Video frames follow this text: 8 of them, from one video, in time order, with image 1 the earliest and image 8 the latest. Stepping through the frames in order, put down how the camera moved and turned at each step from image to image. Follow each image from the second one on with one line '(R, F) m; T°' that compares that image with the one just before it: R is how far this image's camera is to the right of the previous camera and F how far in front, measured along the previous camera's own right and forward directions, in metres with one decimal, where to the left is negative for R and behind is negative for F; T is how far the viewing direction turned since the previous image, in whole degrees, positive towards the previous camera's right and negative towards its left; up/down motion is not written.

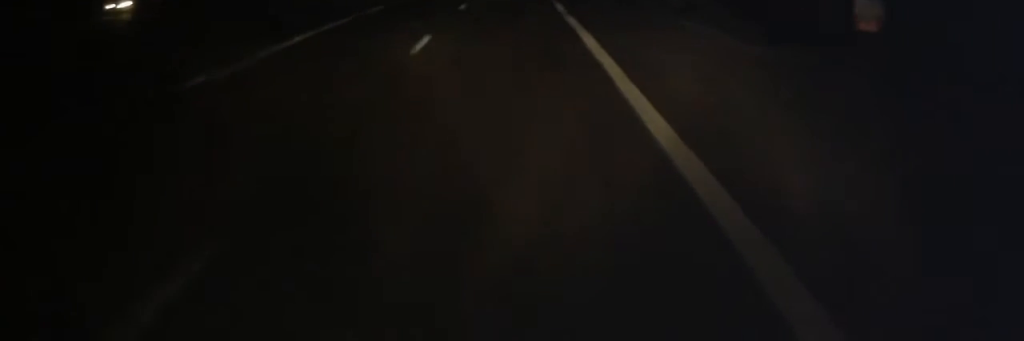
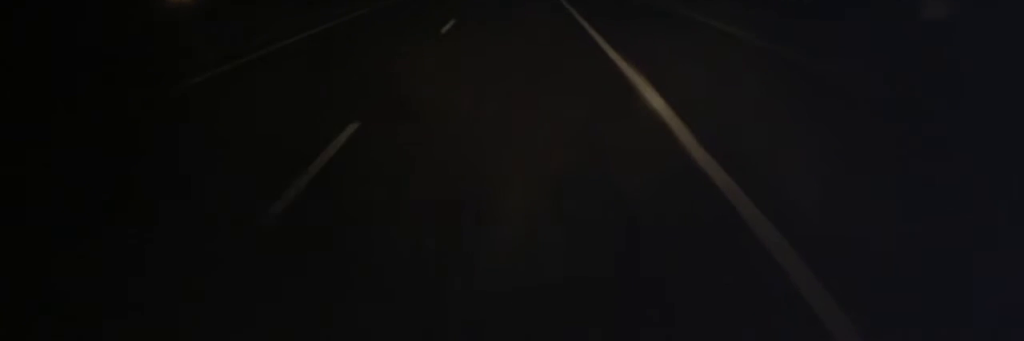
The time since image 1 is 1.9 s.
(-0.1, +41.5) m; -1°
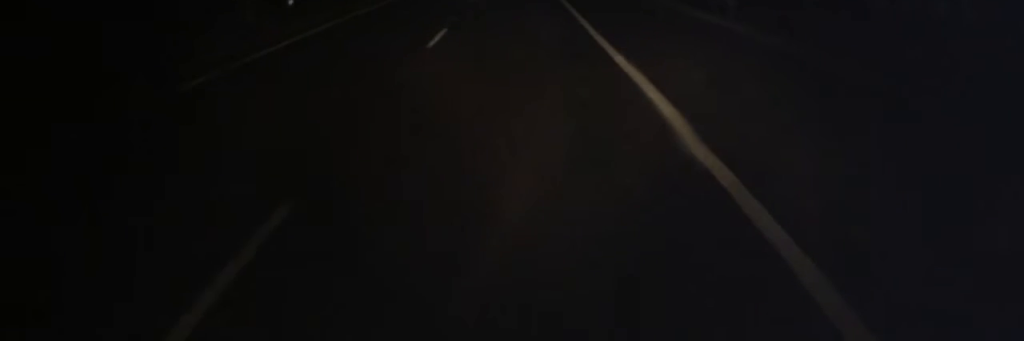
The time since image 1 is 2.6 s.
(-0.2, +14.4) m; 0°
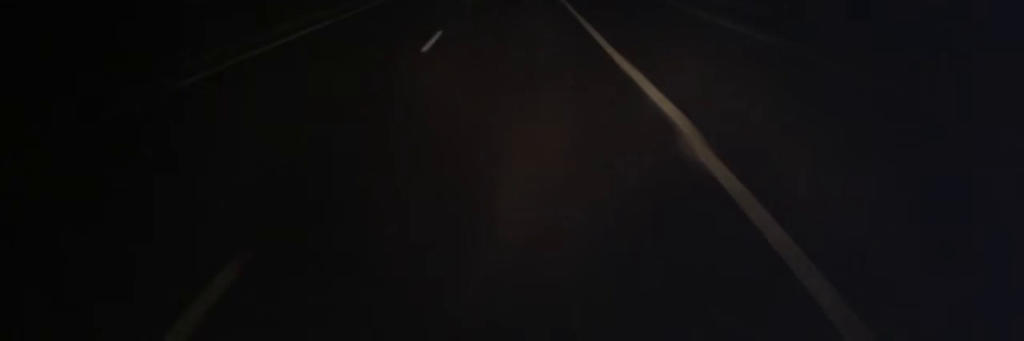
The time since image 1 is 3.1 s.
(+0.1, +13.4) m; 0°
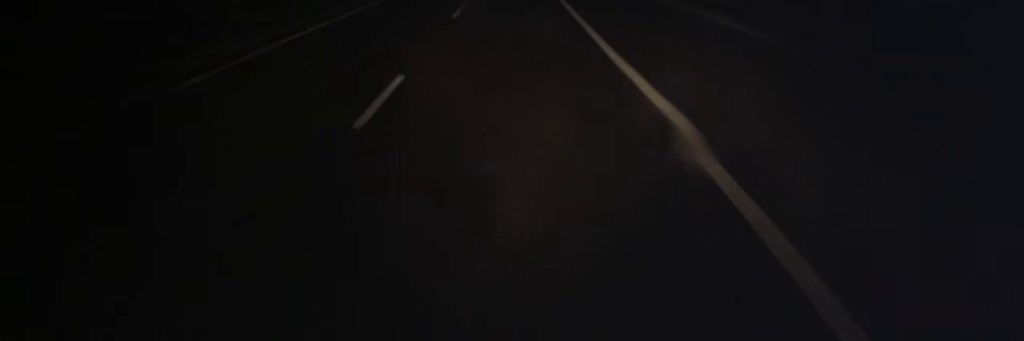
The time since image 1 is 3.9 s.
(+0.1, +18.6) m; 0°
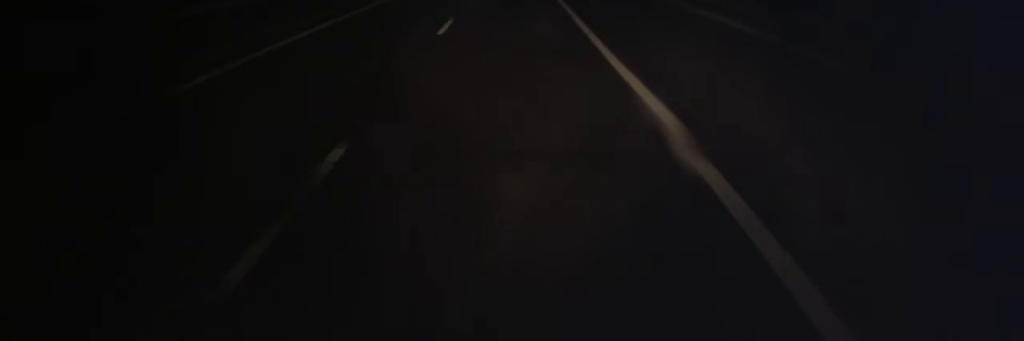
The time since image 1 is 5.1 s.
(-0.1, +31.3) m; 0°
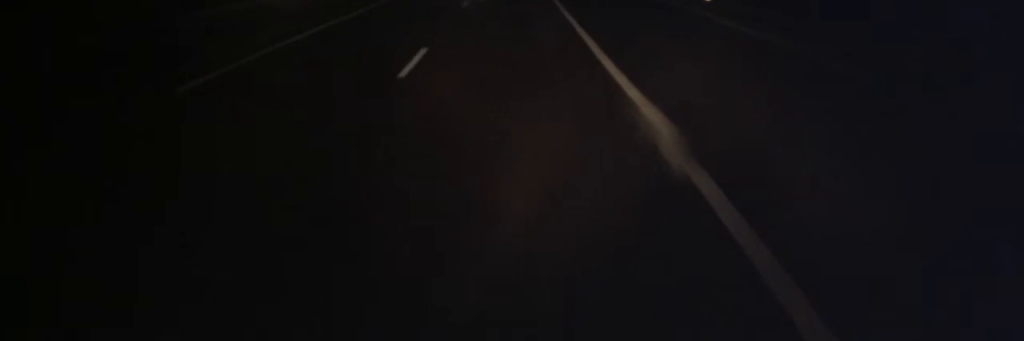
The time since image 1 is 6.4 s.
(0.0, +32.8) m; -1°
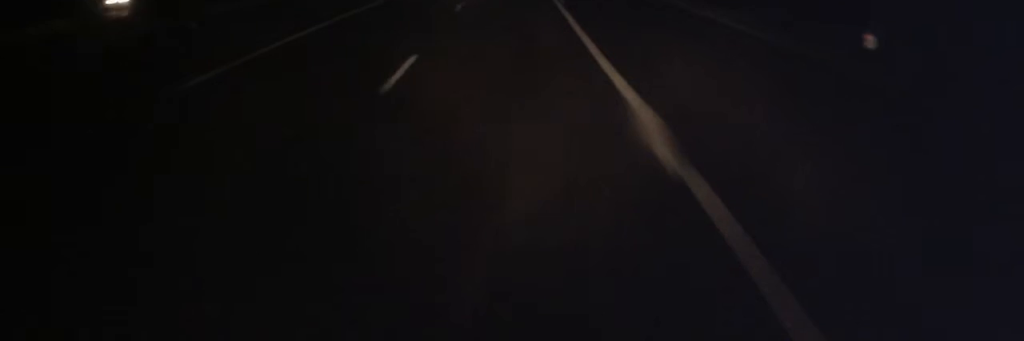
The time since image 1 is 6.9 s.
(-0.1, +13.4) m; 0°
